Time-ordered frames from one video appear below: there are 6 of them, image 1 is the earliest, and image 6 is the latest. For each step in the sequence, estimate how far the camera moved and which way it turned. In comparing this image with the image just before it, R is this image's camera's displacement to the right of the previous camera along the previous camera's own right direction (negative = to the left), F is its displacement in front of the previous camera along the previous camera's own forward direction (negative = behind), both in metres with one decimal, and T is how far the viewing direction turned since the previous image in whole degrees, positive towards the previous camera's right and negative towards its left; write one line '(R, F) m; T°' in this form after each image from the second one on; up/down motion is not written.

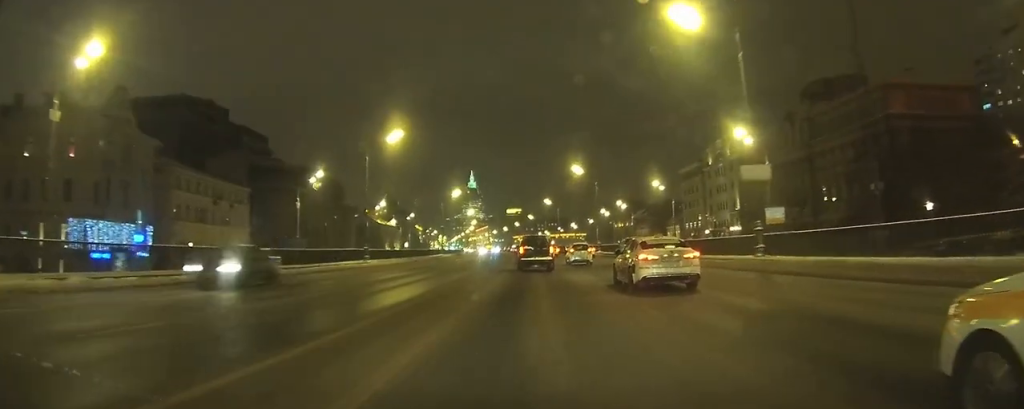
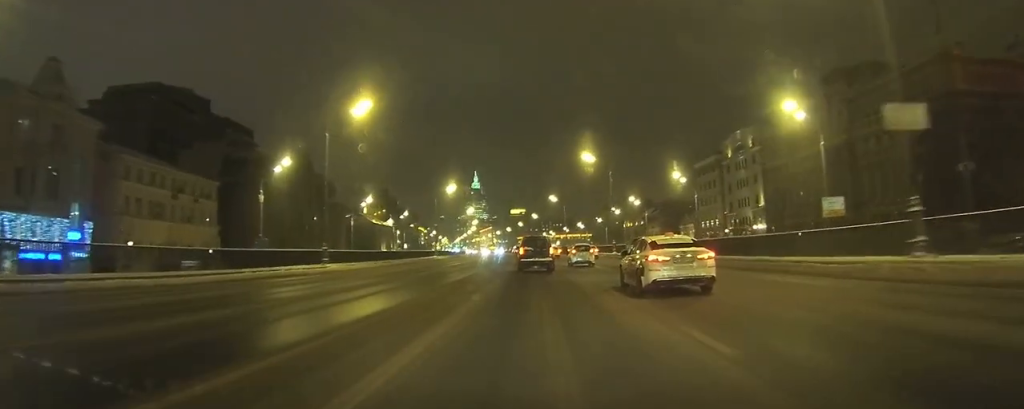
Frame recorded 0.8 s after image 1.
(0.0, +8.0) m; 0°
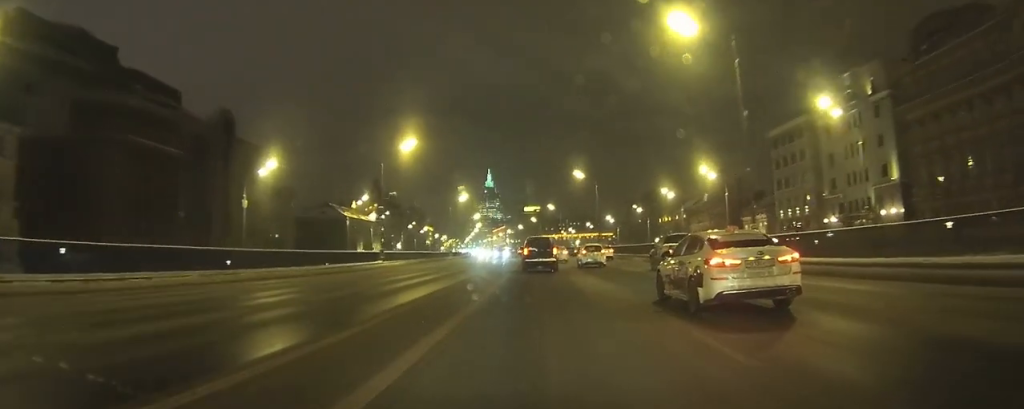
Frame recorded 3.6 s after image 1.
(-0.9, +35.1) m; -2°
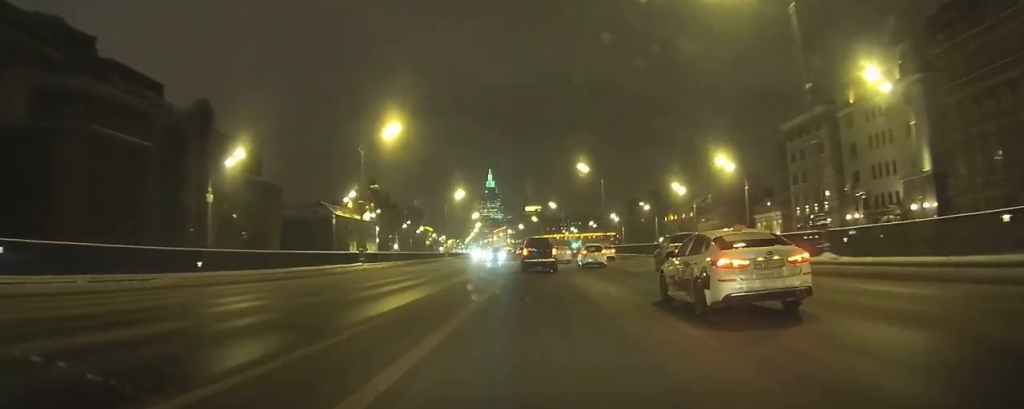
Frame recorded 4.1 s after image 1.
(0.0, +7.7) m; 0°
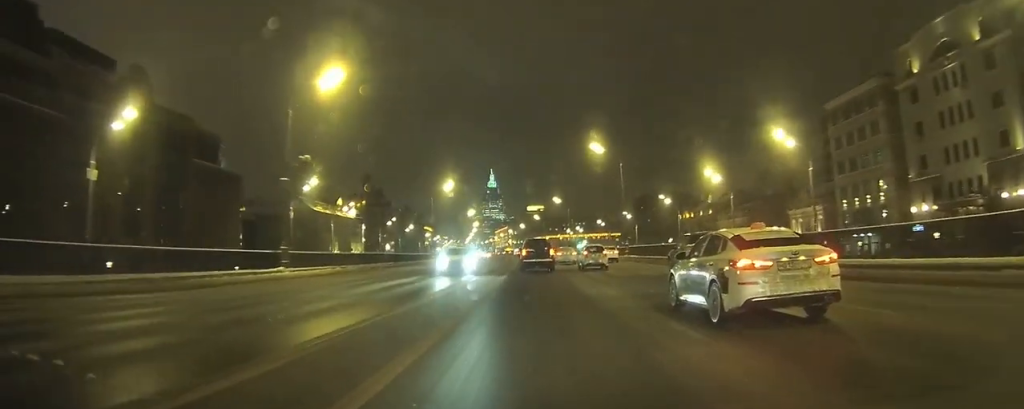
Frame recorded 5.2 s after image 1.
(-0.1, +18.9) m; -1°
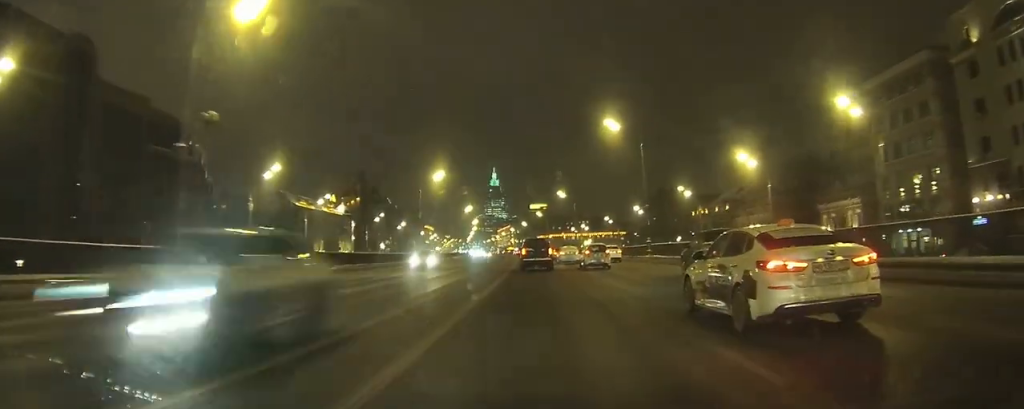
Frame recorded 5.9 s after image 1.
(-0.1, +13.5) m; 0°
